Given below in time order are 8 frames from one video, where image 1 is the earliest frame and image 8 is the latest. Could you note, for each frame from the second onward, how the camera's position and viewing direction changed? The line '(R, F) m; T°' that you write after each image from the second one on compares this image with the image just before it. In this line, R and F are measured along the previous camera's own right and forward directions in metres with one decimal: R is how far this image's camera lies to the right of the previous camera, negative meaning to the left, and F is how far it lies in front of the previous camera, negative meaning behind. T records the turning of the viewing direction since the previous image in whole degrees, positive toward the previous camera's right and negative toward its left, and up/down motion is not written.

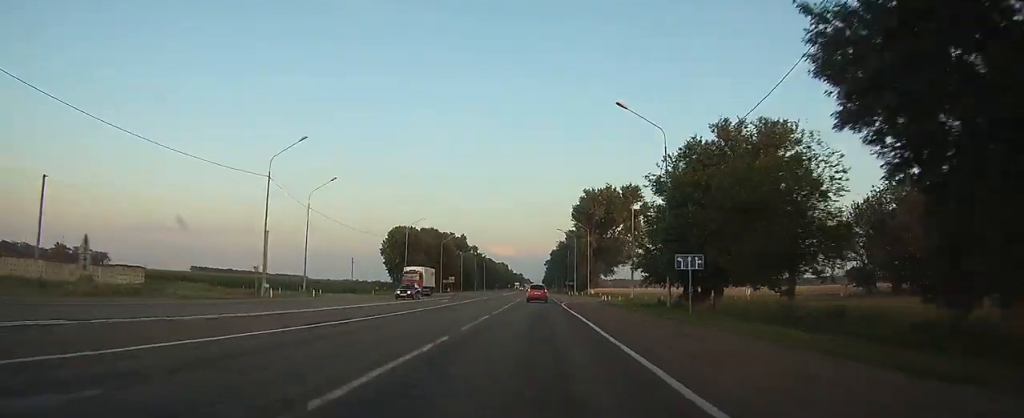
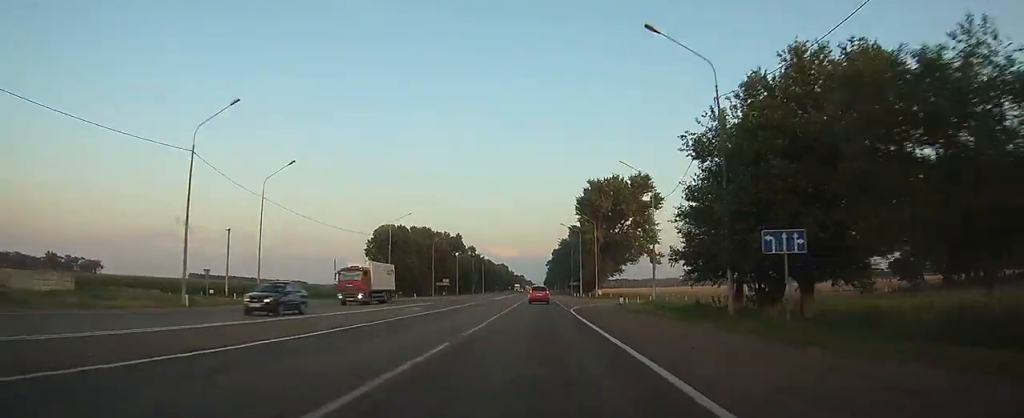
(-0.1, +11.4) m; 0°
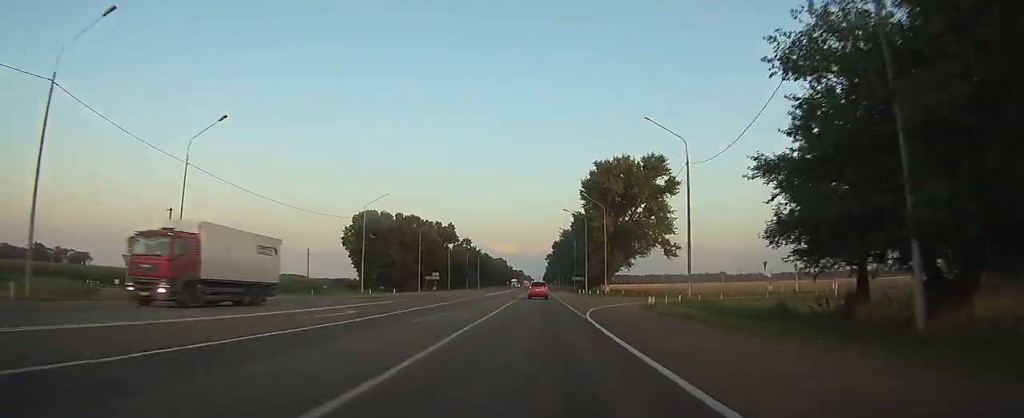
(0.0, +13.0) m; 0°
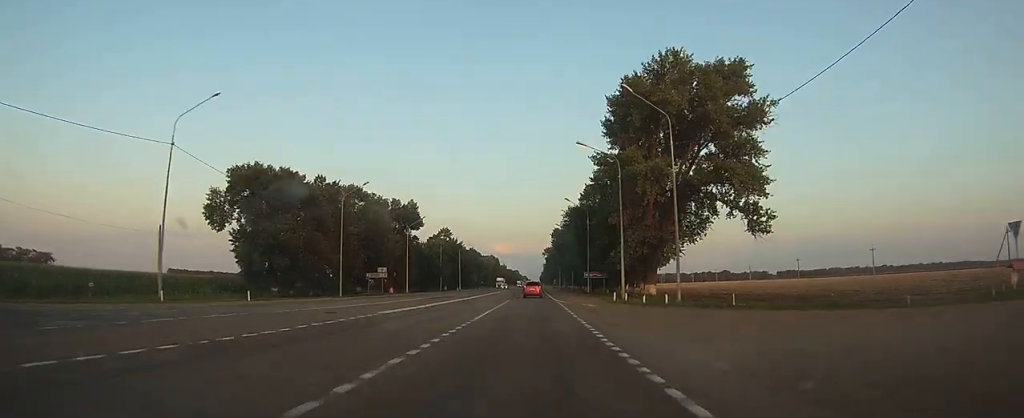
(-0.2, +41.0) m; 0°
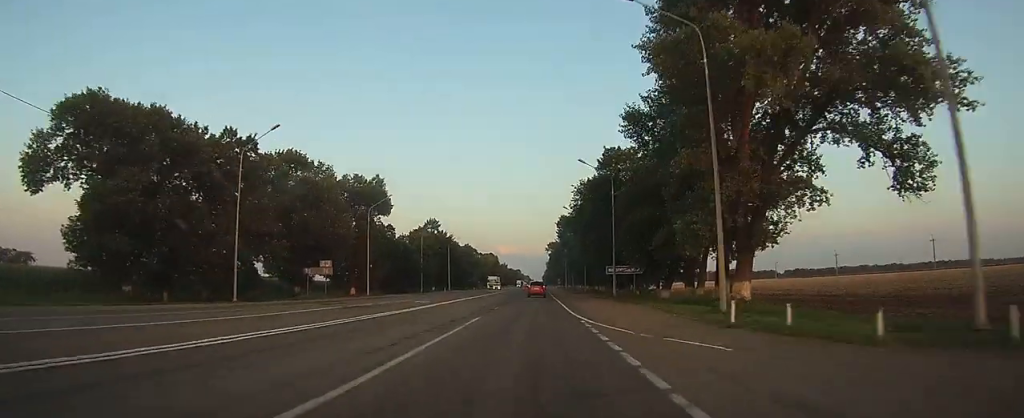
(+0.1, +24.5) m; 0°
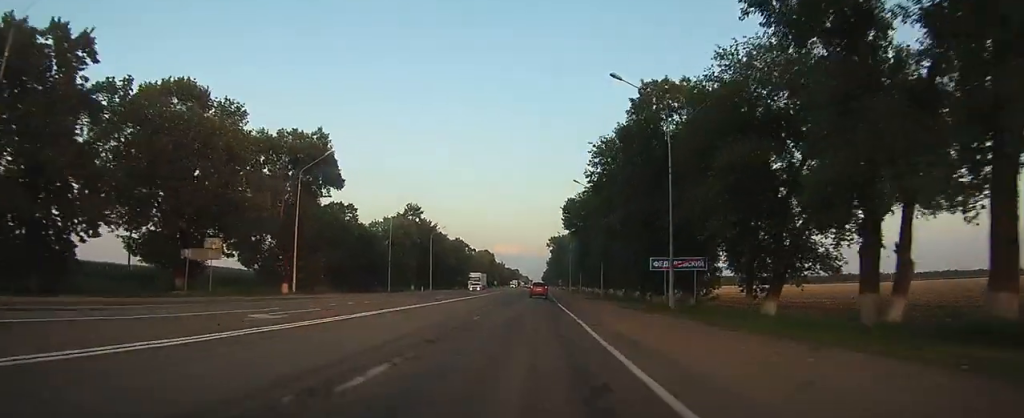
(0.0, +23.3) m; 0°
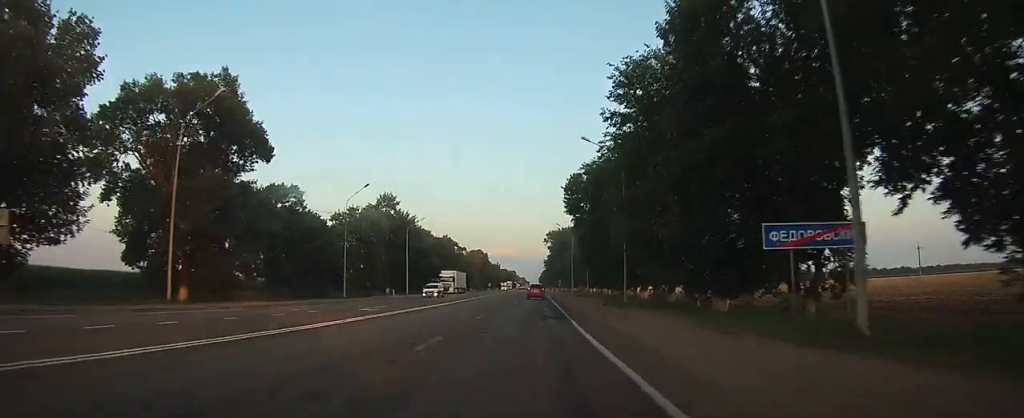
(0.0, +18.8) m; 0°
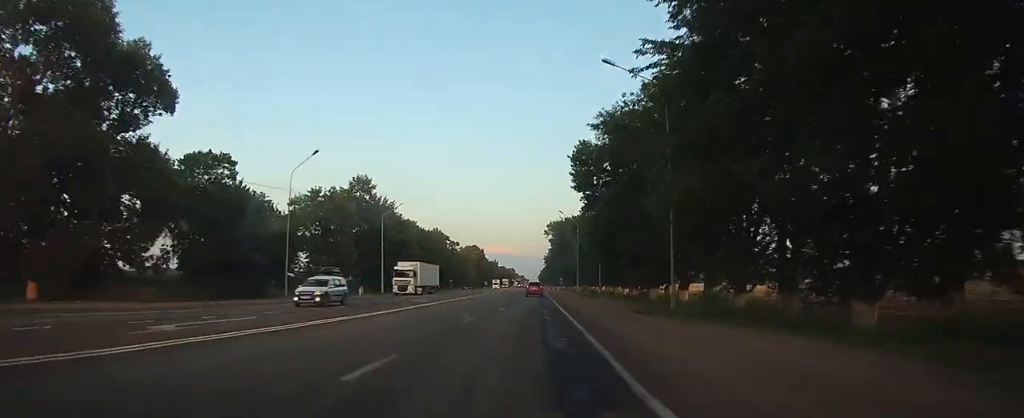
(0.0, +15.8) m; 0°
